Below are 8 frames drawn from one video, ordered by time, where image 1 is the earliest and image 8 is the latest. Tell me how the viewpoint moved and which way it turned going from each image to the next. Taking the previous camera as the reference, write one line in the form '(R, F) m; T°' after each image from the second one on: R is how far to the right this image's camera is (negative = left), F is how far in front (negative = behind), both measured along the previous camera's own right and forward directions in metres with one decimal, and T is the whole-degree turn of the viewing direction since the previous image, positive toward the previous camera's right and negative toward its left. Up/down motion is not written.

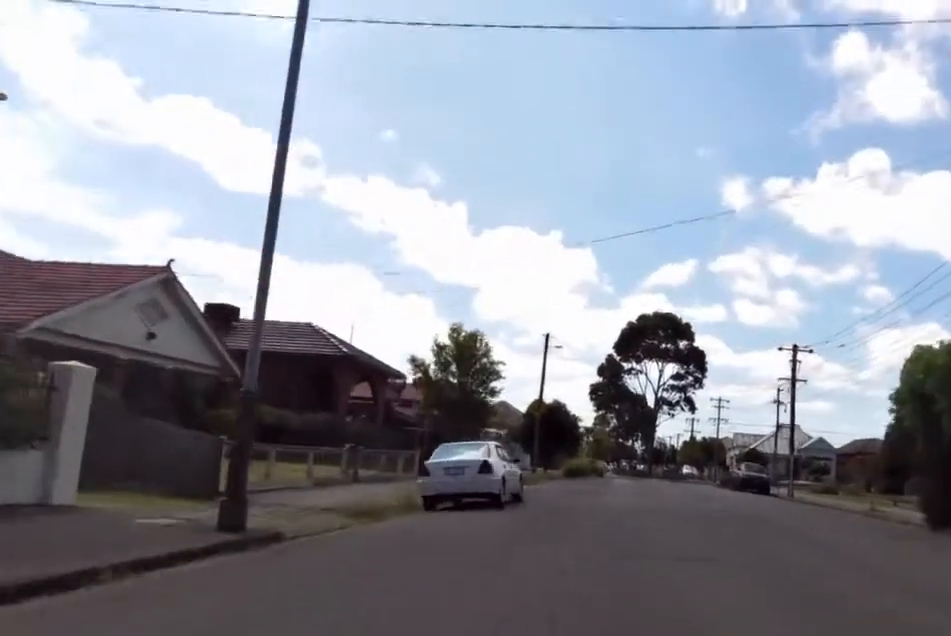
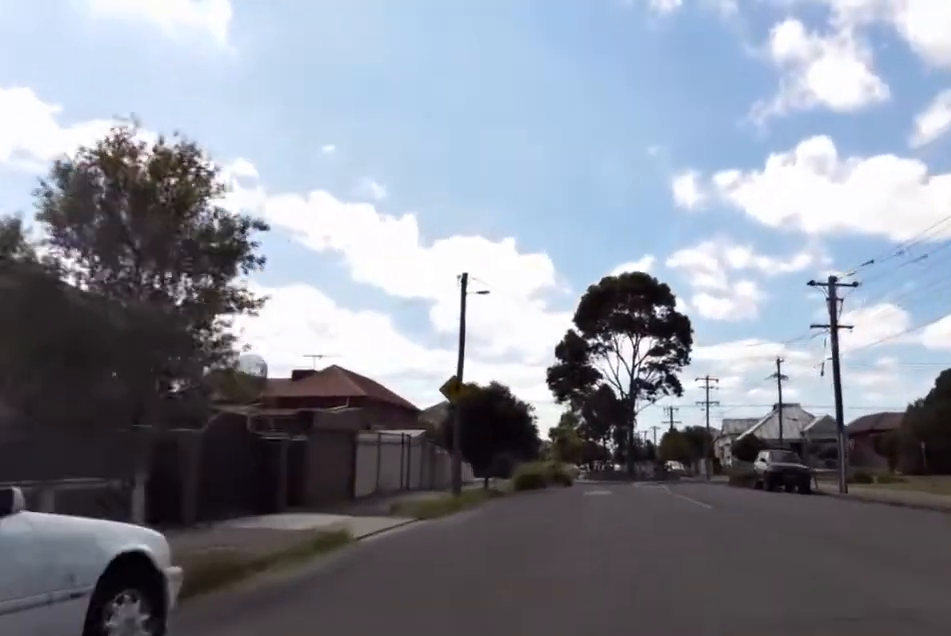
(+0.7, +15.2) m; +1°
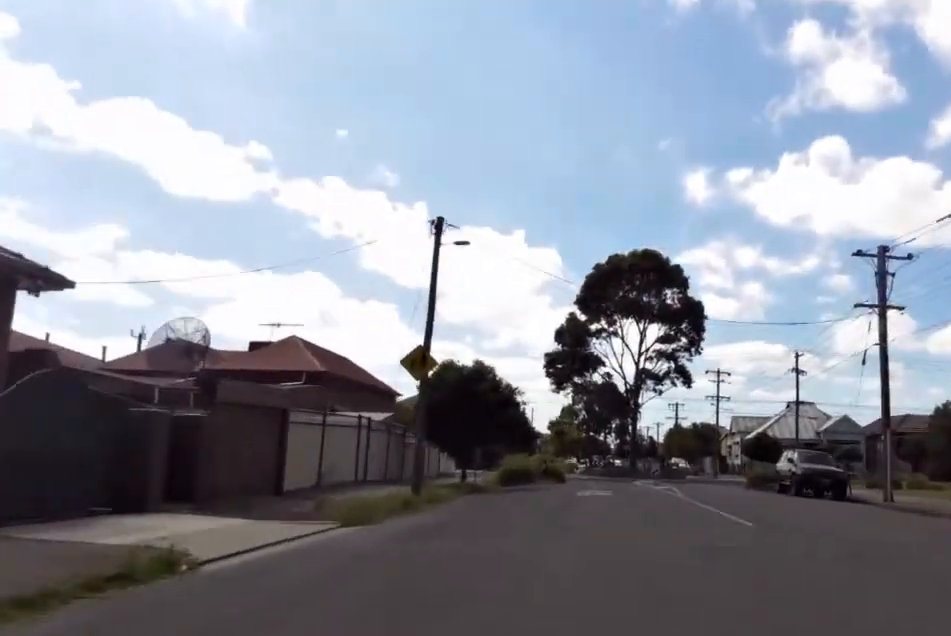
(-0.1, +5.4) m; -2°
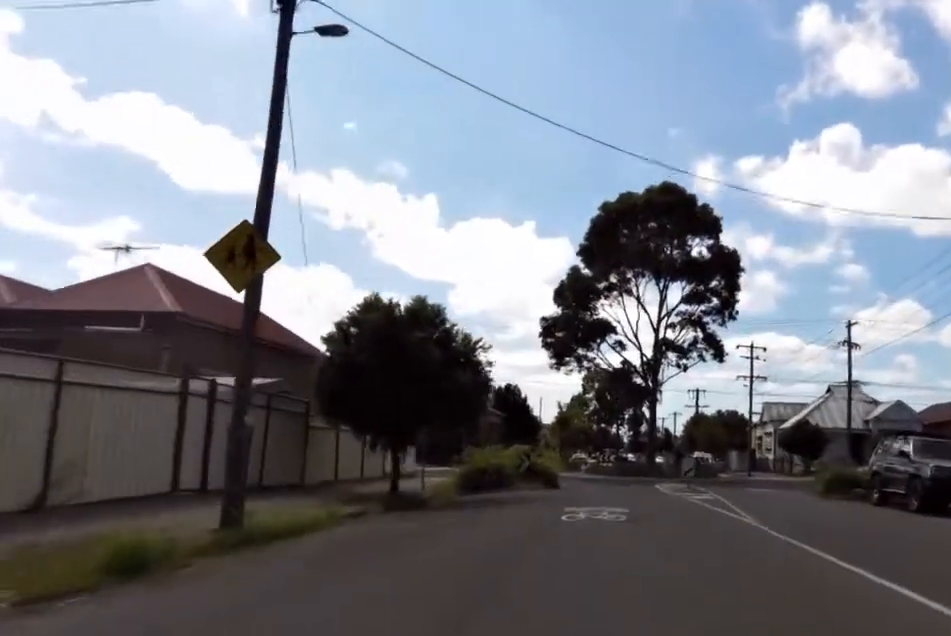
(-0.7, +11.1) m; -9°
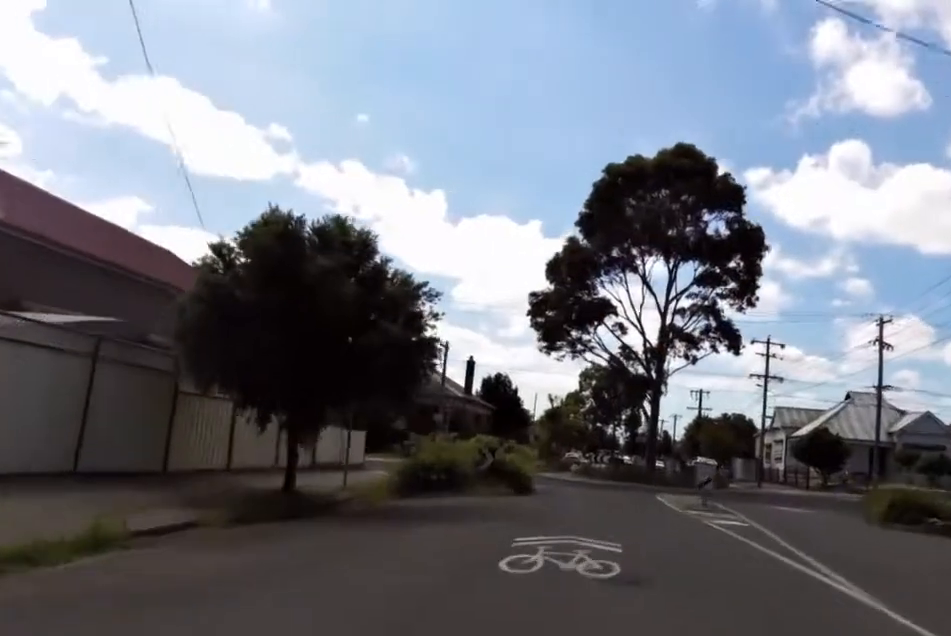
(-0.4, +5.9) m; -4°
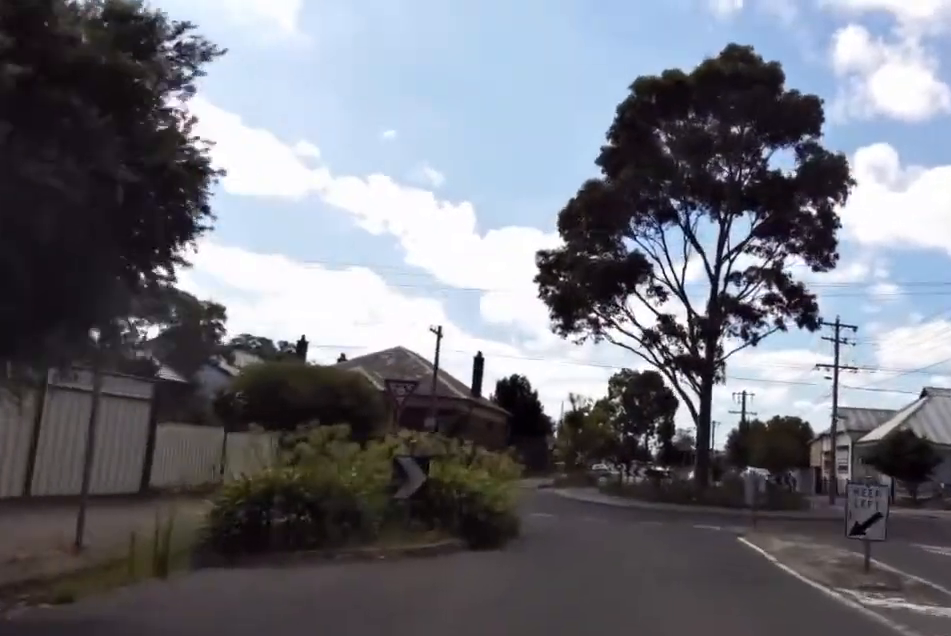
(-0.1, +8.7) m; 0°
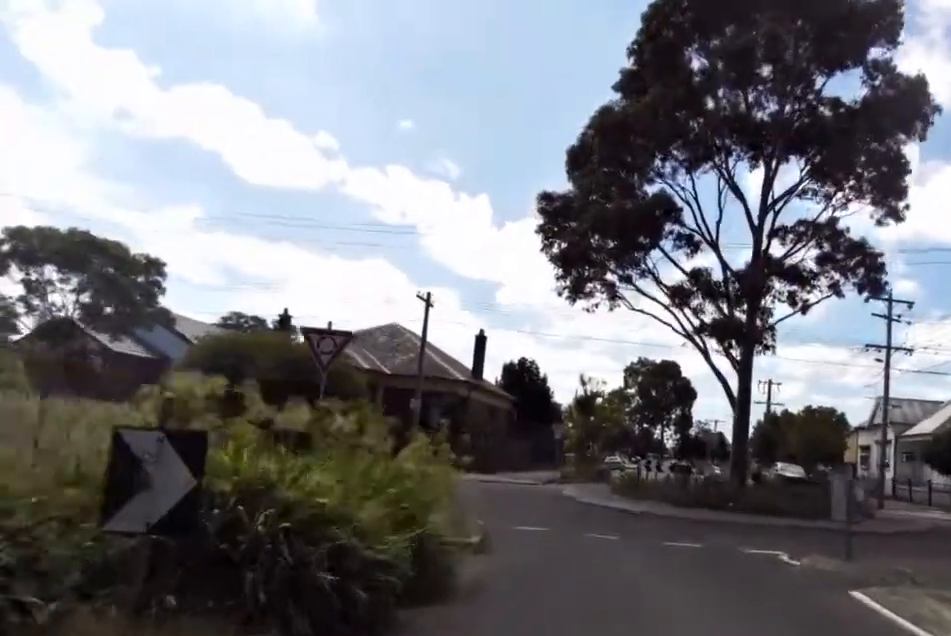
(0.0, +5.0) m; 0°
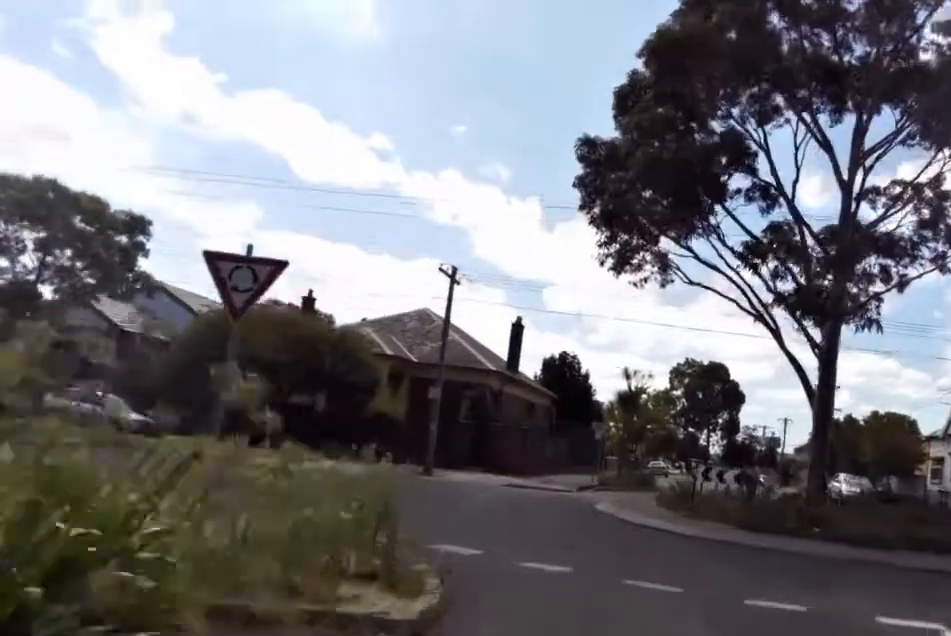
(0.0, +4.2) m; -5°
